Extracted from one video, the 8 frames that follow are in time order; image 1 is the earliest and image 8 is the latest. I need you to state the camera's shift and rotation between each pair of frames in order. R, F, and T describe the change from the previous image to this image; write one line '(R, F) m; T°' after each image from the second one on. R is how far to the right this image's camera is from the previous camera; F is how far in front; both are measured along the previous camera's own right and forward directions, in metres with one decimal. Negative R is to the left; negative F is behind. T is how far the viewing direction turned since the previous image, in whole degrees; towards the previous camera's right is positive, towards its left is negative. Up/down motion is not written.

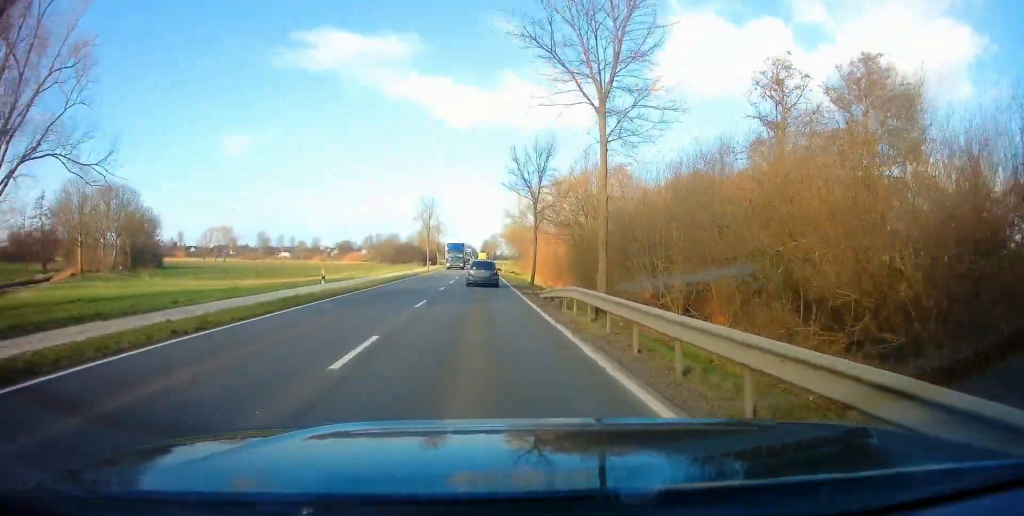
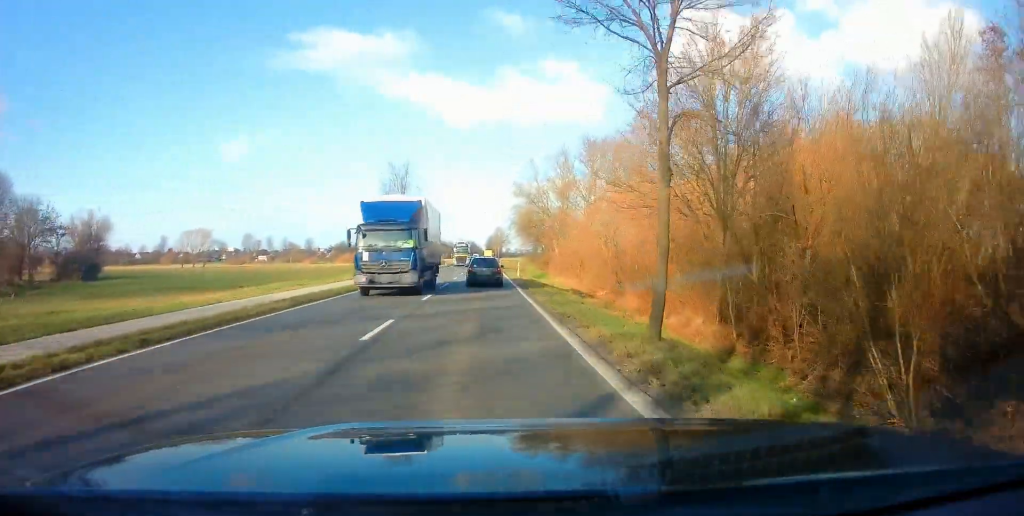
(+0.1, +24.2) m; 0°
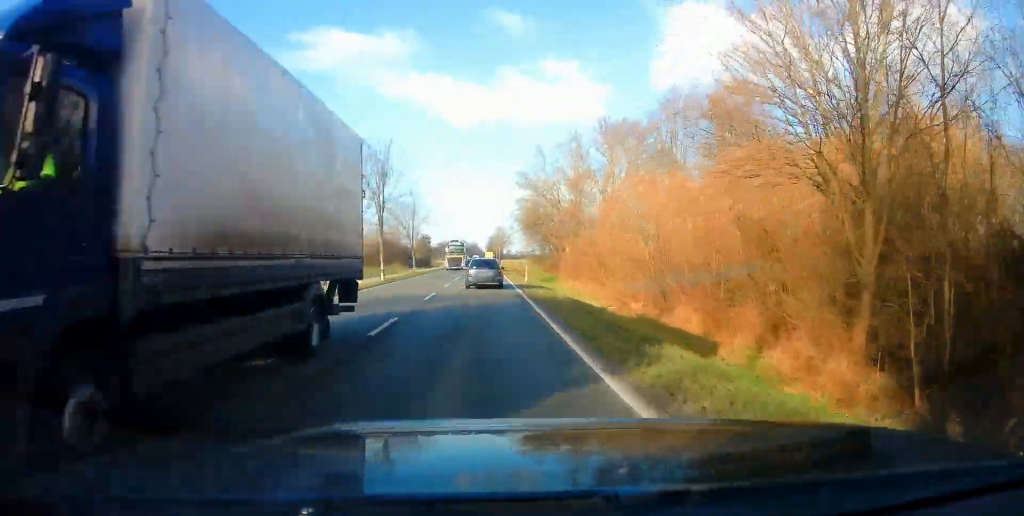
(-0.1, +8.2) m; 0°
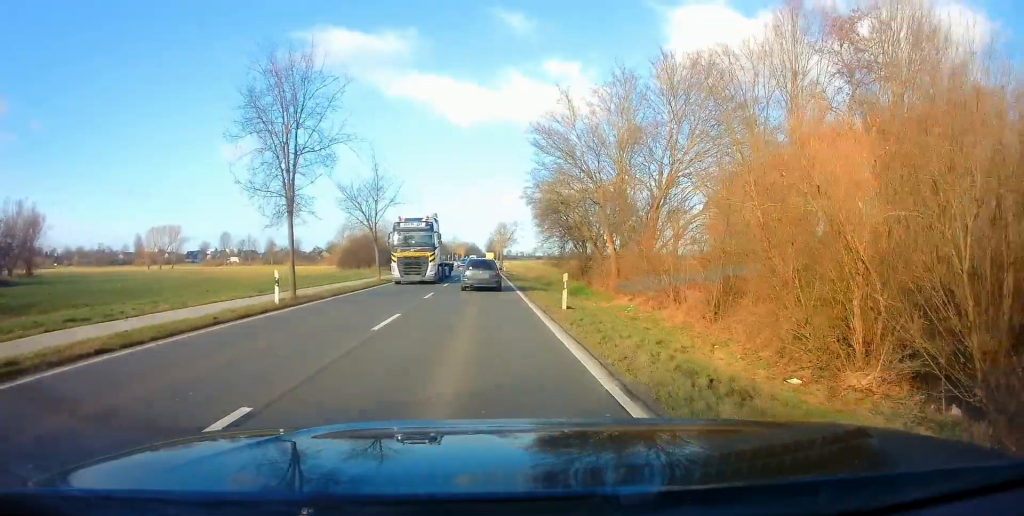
(-0.1, +17.0) m; -1°
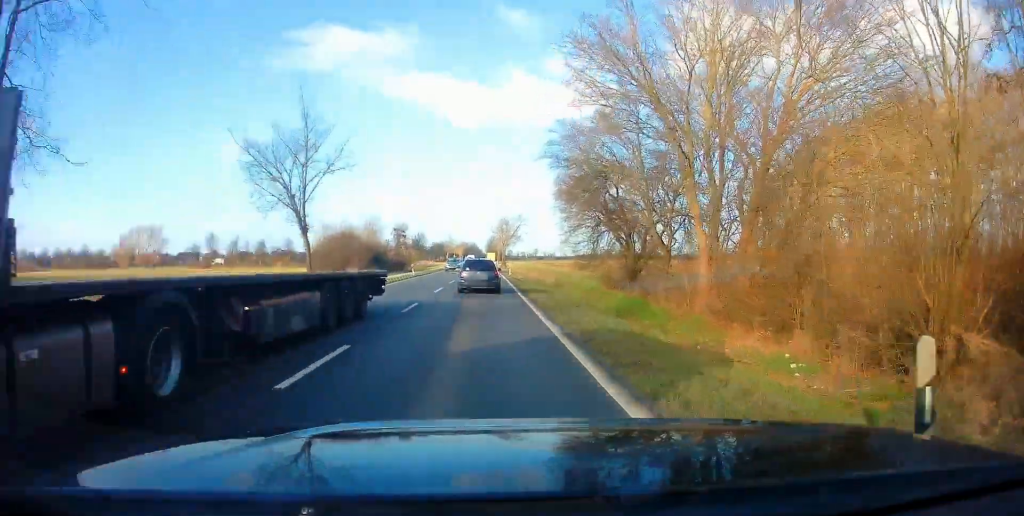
(-0.1, +13.7) m; 0°
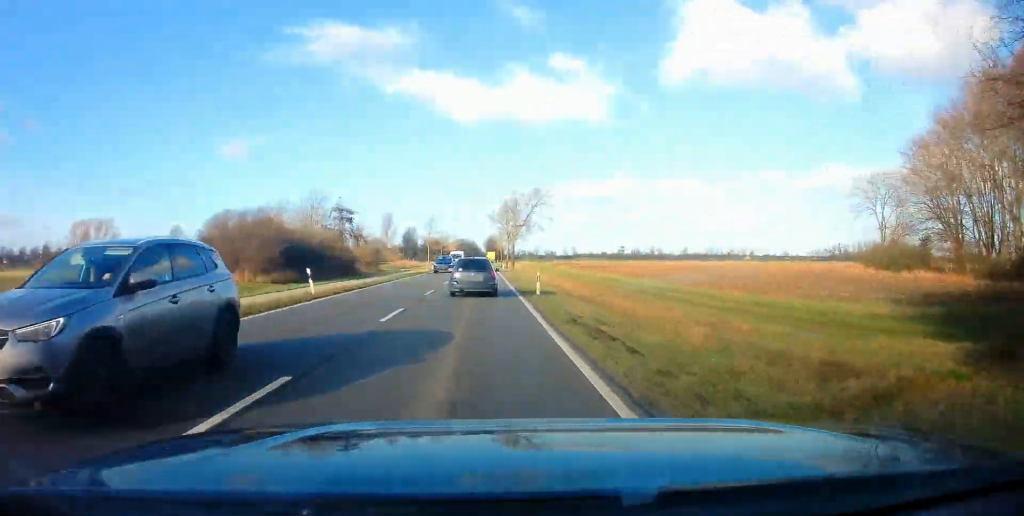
(+0.4, +28.8) m; +1°
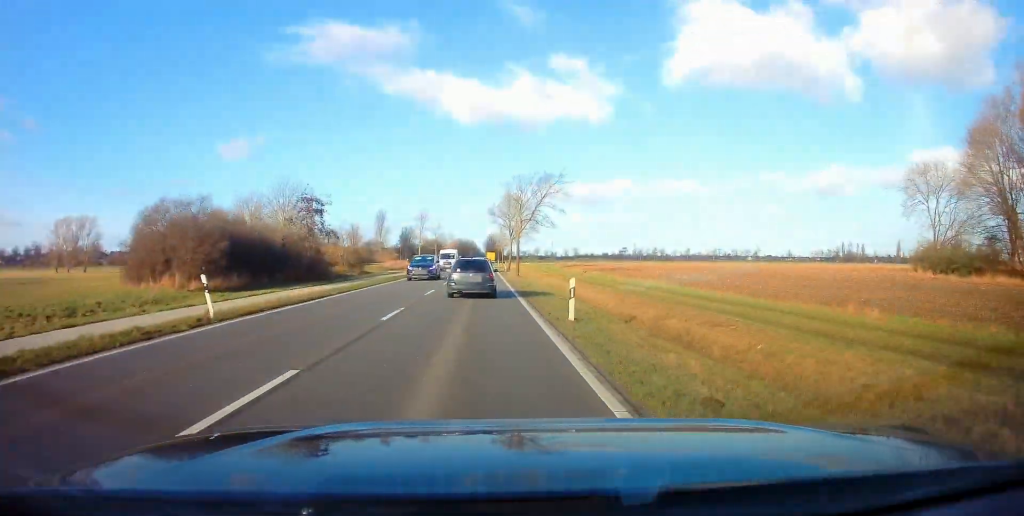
(+0.1, +8.5) m; -1°
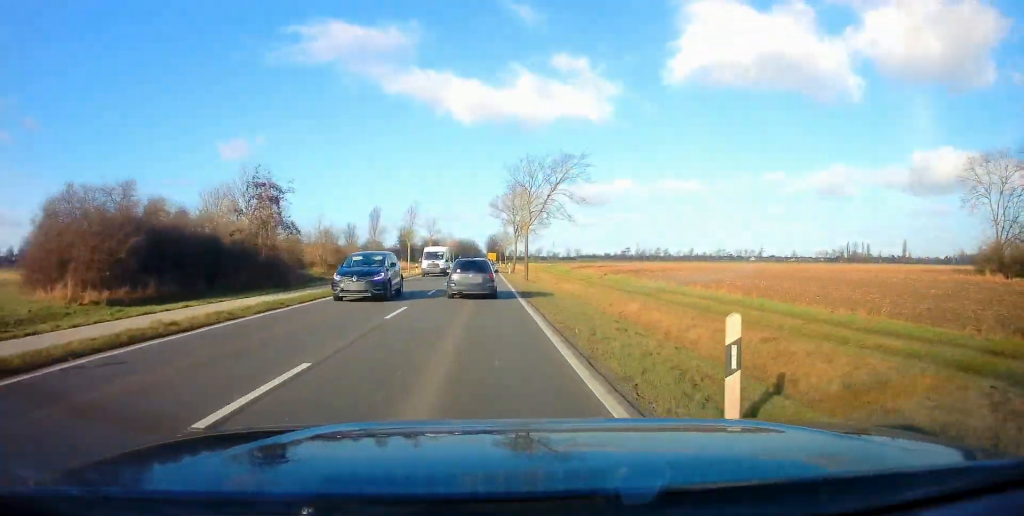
(-0.1, +8.3) m; 0°
